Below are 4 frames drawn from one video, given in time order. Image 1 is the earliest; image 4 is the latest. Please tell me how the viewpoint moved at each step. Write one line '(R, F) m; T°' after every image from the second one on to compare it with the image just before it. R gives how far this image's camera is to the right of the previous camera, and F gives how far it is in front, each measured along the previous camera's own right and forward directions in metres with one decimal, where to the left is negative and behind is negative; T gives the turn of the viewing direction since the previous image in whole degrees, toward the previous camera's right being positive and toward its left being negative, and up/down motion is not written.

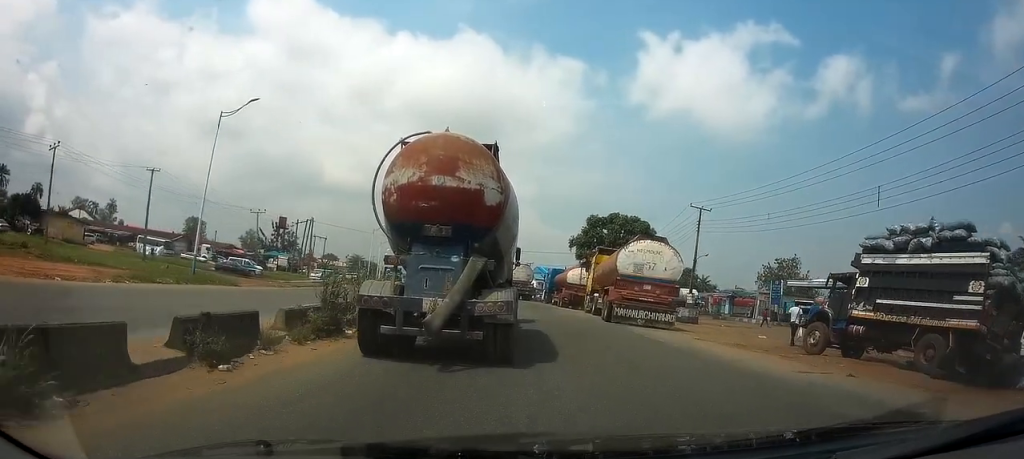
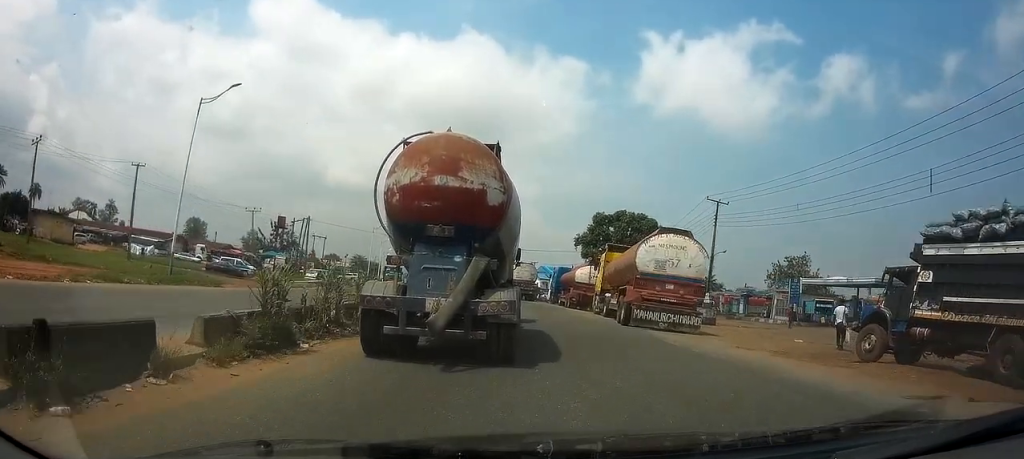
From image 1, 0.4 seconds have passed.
(0.0, +3.1) m; 0°
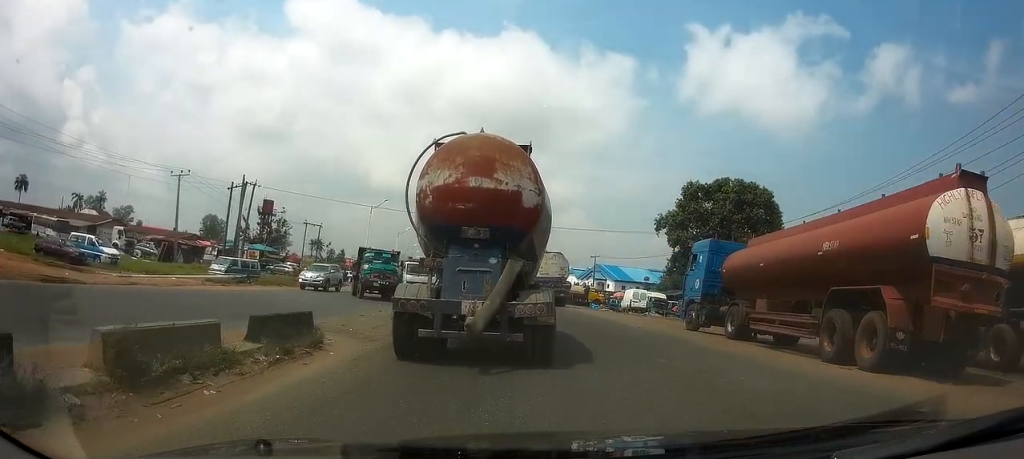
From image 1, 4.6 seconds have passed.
(-1.8, +32.4) m; -6°
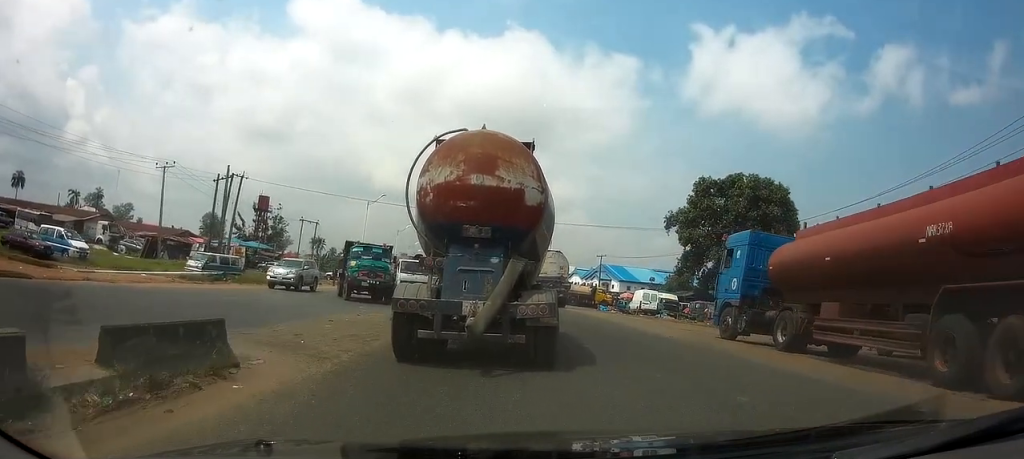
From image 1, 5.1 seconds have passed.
(-0.1, +3.8) m; -1°
